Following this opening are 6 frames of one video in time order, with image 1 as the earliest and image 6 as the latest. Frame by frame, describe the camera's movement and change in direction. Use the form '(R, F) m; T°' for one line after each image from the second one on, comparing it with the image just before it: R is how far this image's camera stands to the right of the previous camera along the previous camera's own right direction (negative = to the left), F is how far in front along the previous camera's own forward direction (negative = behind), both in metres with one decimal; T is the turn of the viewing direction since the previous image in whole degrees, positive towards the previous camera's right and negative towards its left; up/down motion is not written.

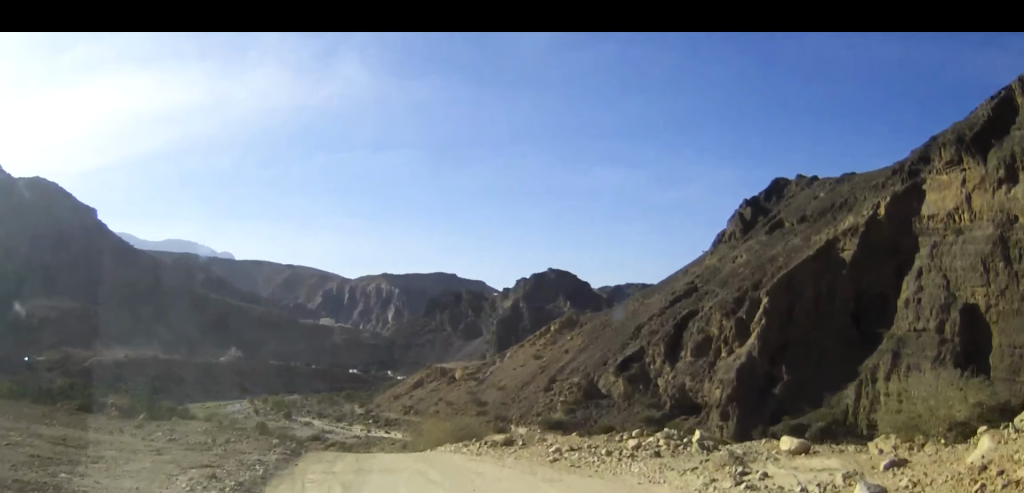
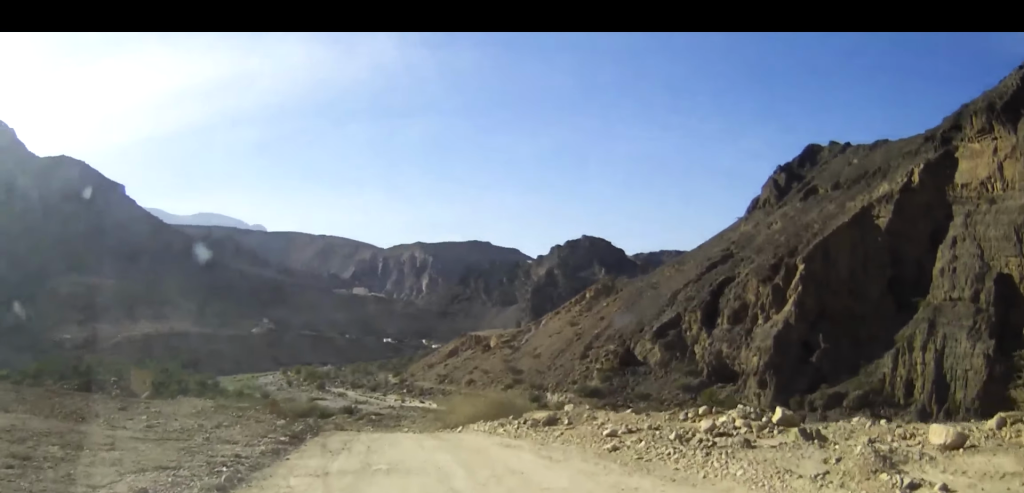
(-0.1, +3.7) m; -3°
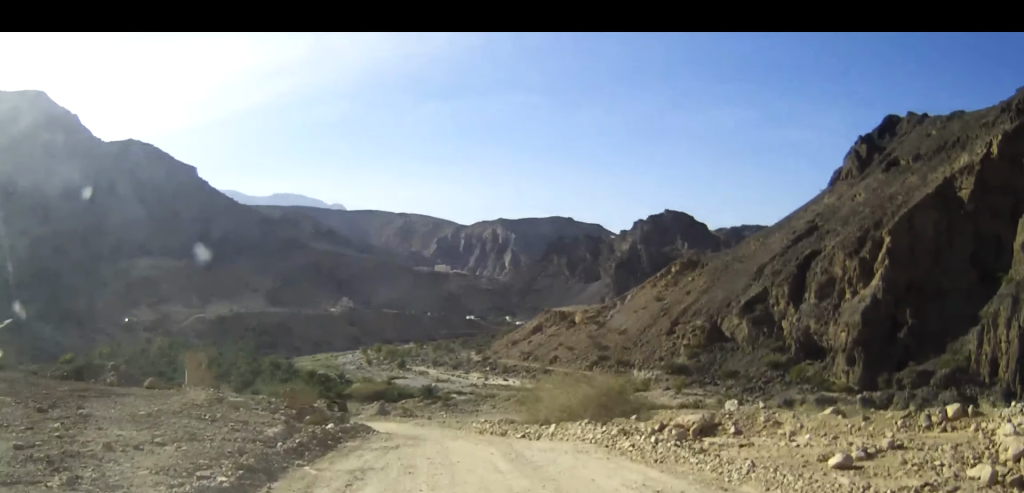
(-0.7, +8.3) m; -8°
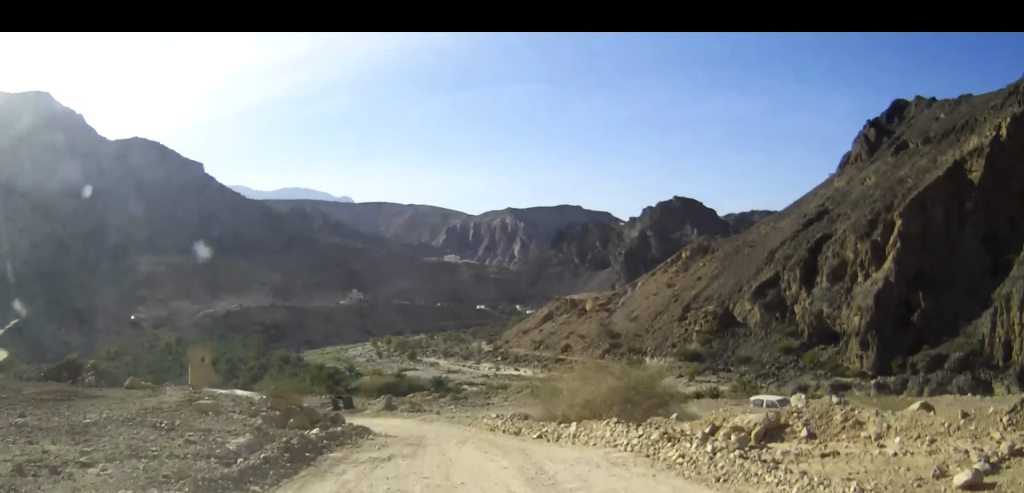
(0.0, +2.8) m; -1°
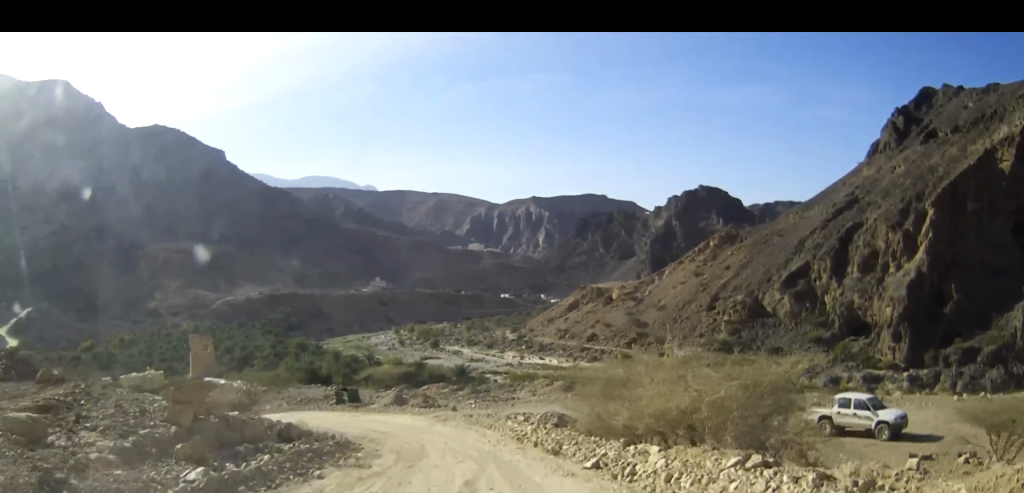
(0.0, +7.5) m; 0°
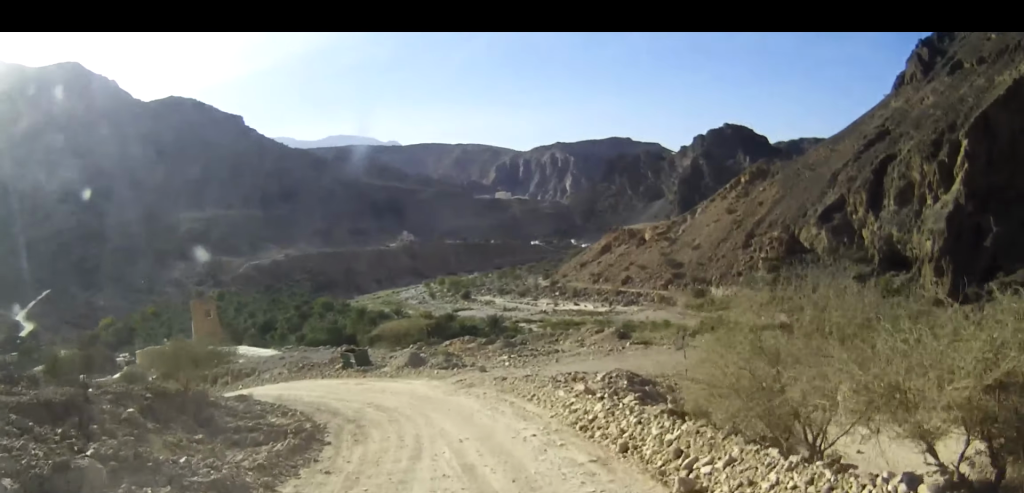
(0.0, +10.0) m; 0°
